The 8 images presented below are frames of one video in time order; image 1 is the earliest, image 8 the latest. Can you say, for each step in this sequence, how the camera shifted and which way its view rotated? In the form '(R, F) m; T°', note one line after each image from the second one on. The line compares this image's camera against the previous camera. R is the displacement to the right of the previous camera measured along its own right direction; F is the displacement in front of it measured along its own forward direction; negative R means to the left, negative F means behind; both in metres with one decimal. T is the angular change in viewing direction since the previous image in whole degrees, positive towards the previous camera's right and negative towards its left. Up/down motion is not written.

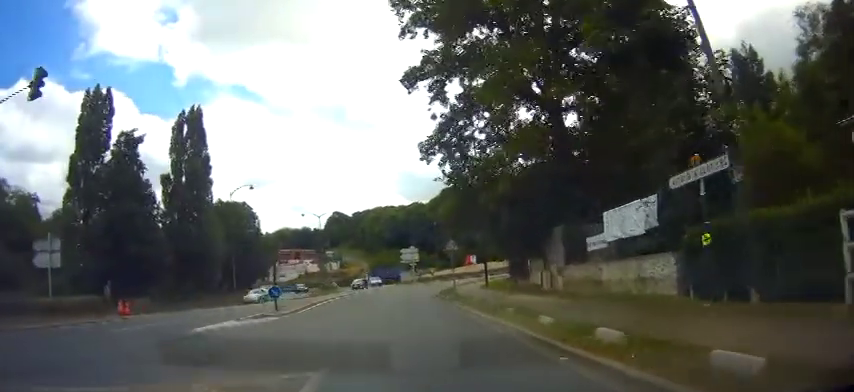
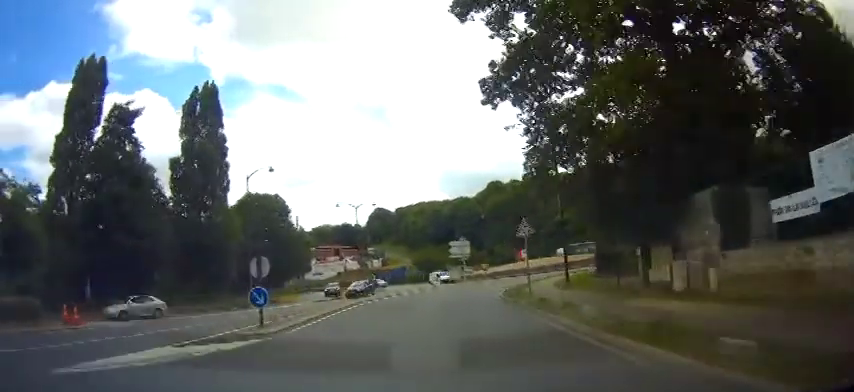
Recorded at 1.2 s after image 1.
(0.0, +8.6) m; -6°
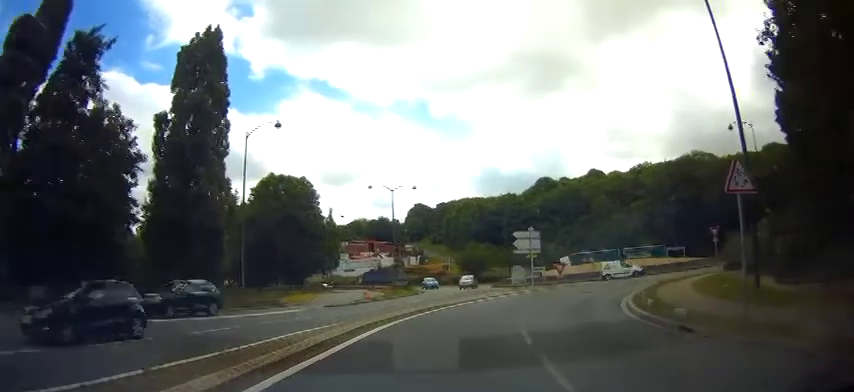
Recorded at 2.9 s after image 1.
(-0.1, +12.1) m; +6°
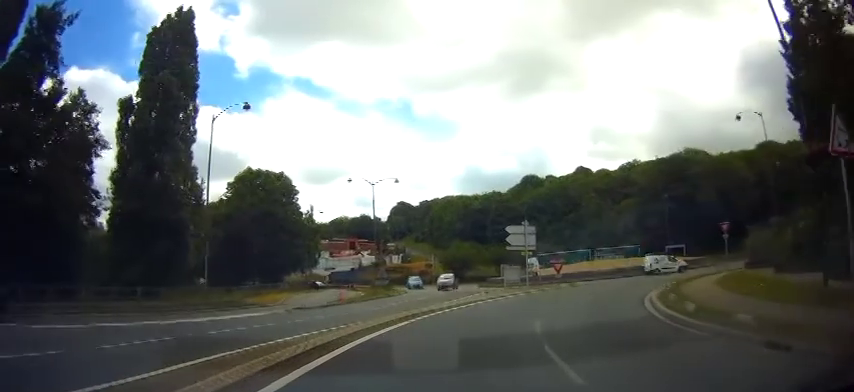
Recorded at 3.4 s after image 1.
(+0.2, +3.6) m; +4°
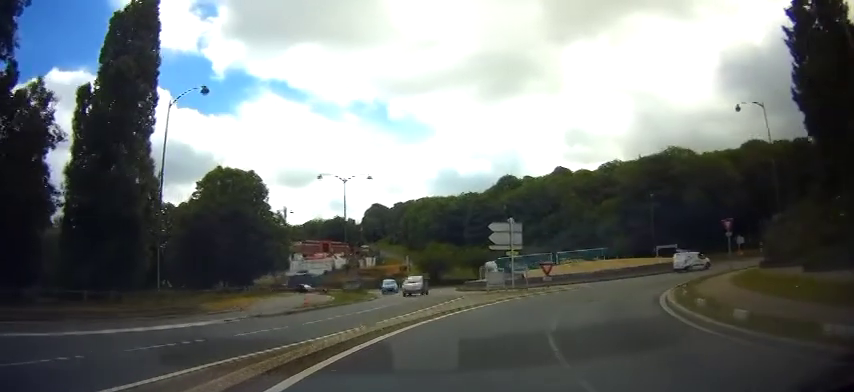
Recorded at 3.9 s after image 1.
(0.0, +3.3) m; 0°
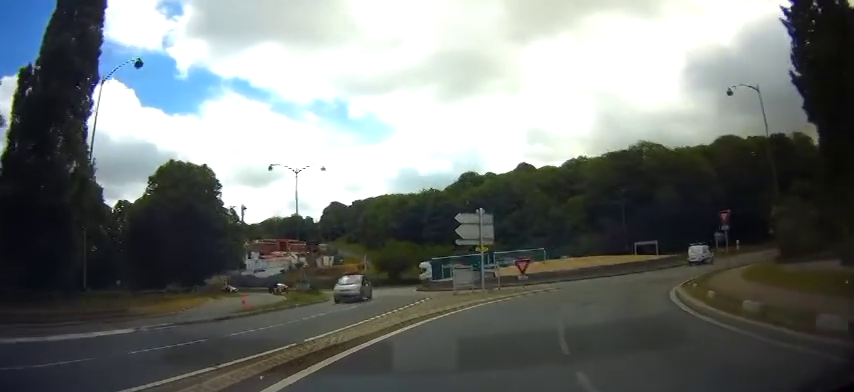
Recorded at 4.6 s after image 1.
(0.0, +3.9) m; 0°
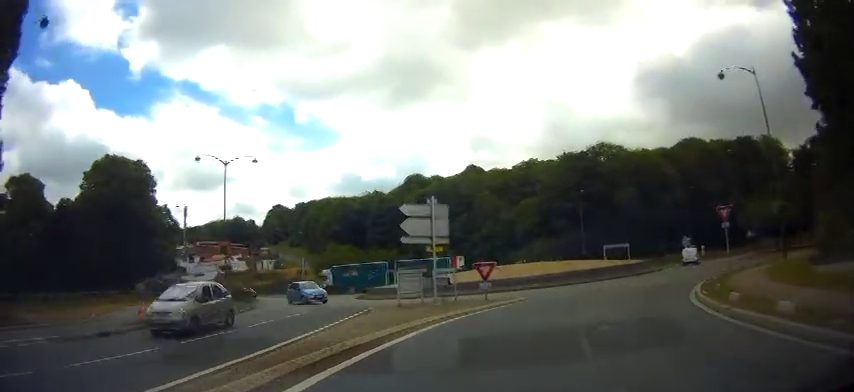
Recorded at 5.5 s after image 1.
(0.0, +5.2) m; 0°
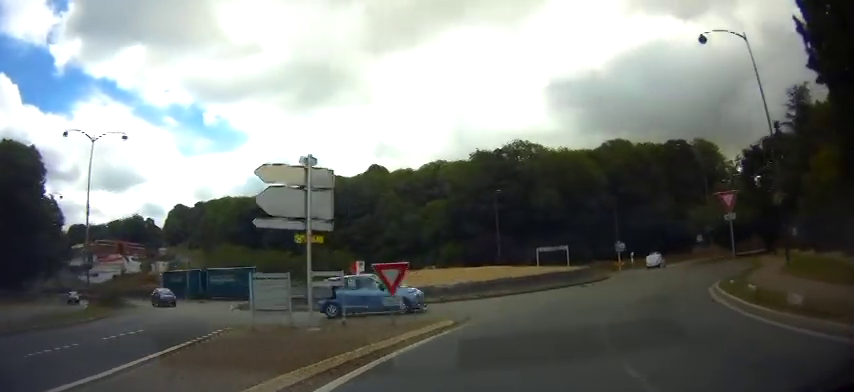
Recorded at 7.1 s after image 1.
(0.0, +7.7) m; +4°
